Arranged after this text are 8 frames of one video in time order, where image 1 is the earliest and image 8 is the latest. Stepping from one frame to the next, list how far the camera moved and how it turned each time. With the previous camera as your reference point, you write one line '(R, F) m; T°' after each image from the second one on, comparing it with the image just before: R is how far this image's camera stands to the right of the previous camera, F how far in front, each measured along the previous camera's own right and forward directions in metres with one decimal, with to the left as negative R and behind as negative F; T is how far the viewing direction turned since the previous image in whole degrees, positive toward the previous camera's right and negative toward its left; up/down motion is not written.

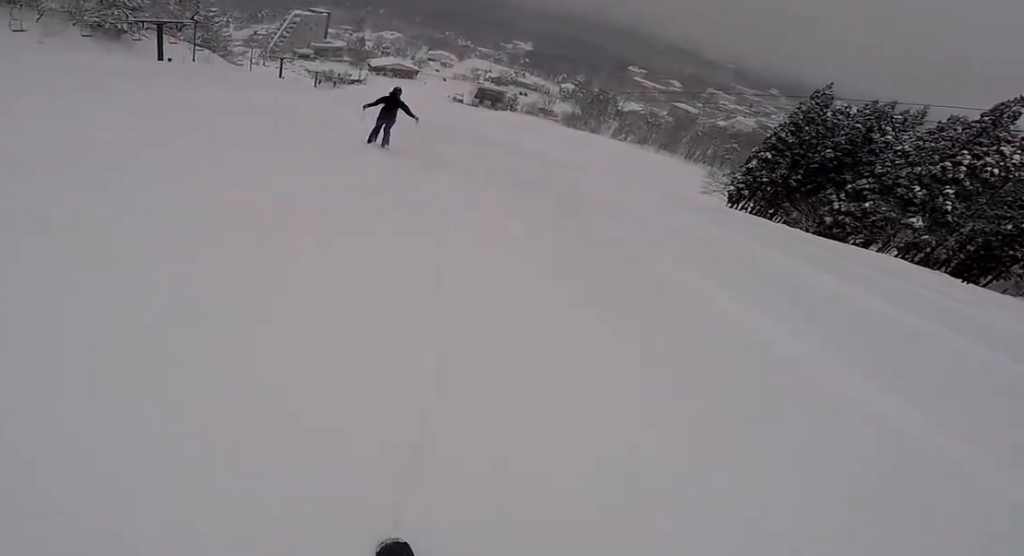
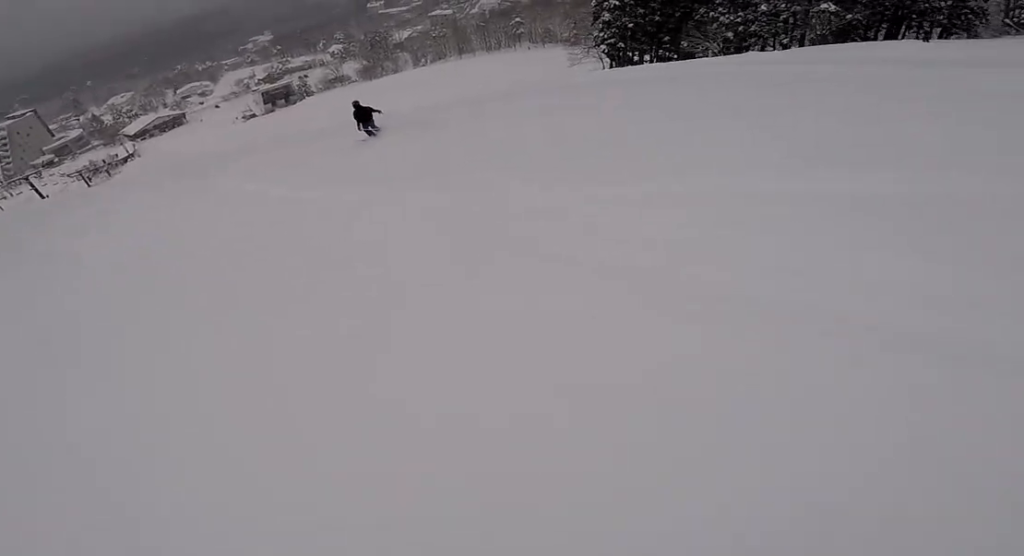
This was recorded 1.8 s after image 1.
(+3.4, +15.0) m; +13°
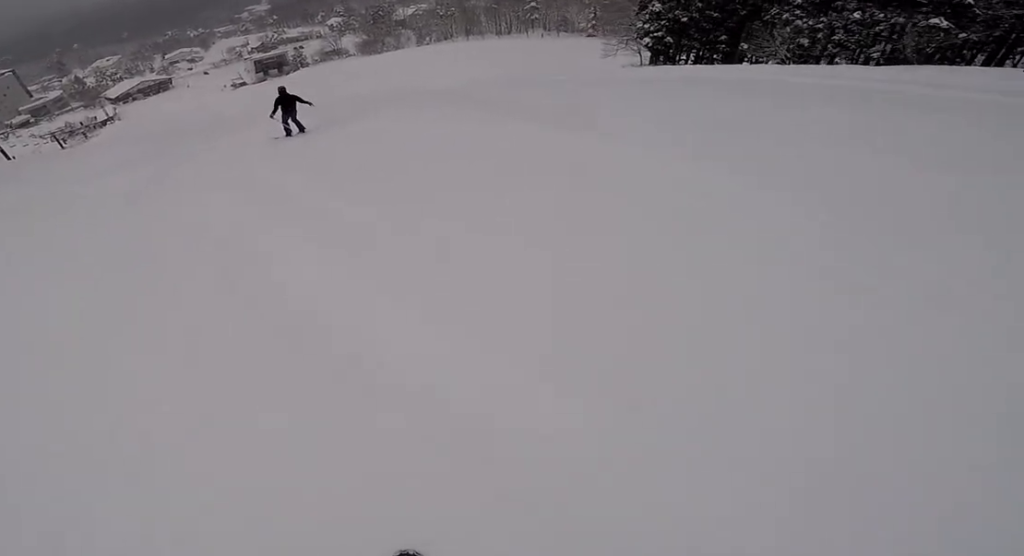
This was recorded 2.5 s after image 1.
(-0.2, +6.3) m; -3°
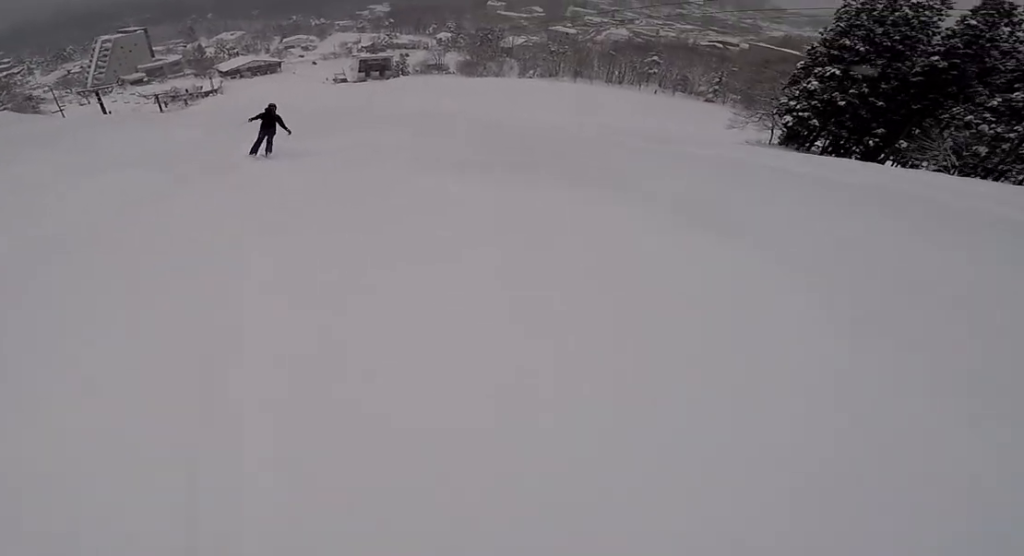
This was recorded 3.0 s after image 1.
(-0.2, +4.6) m; -3°
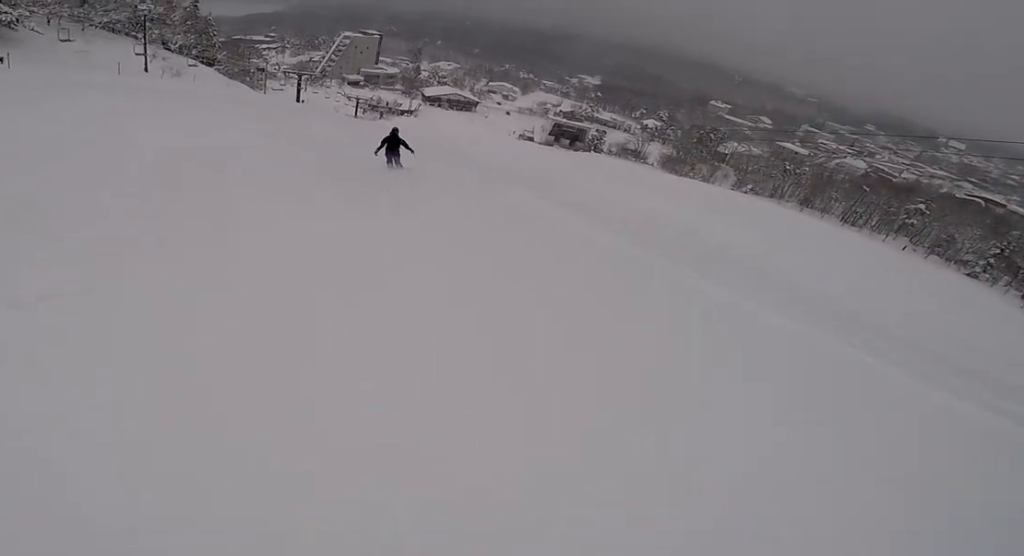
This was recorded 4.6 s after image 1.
(-2.6, +16.4) m; -18°
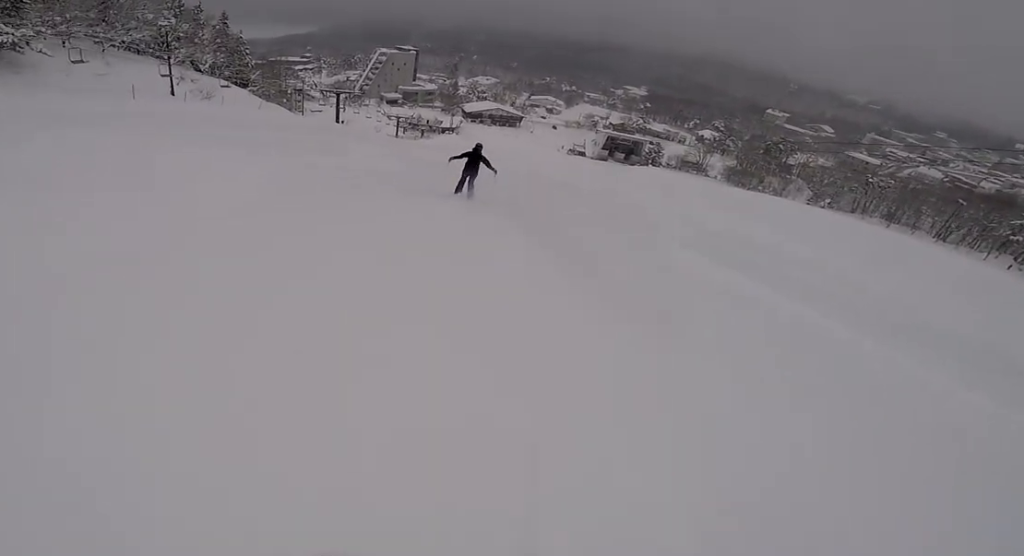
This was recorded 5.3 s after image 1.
(-0.4, +6.5) m; 0°
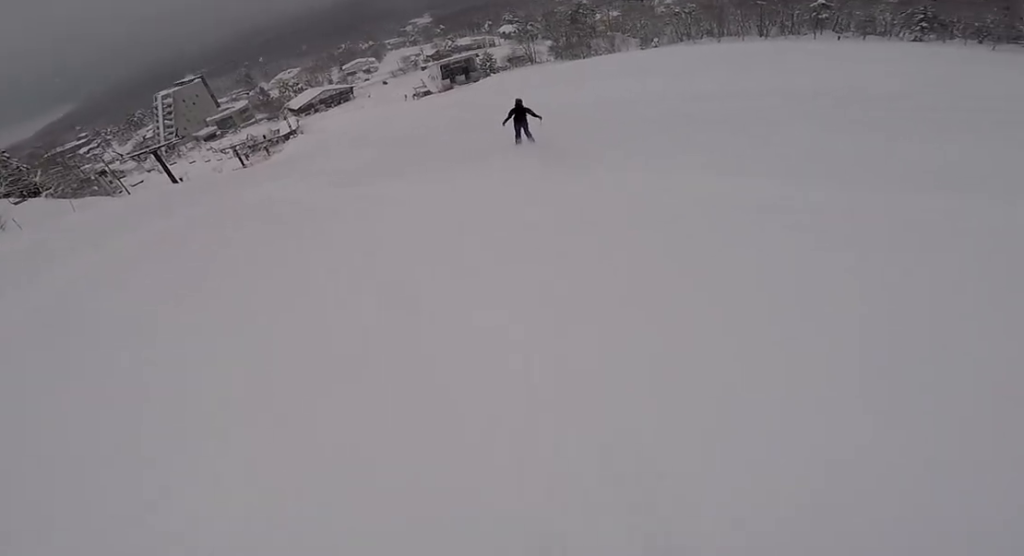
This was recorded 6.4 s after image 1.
(+1.3, +12.0) m; +17°
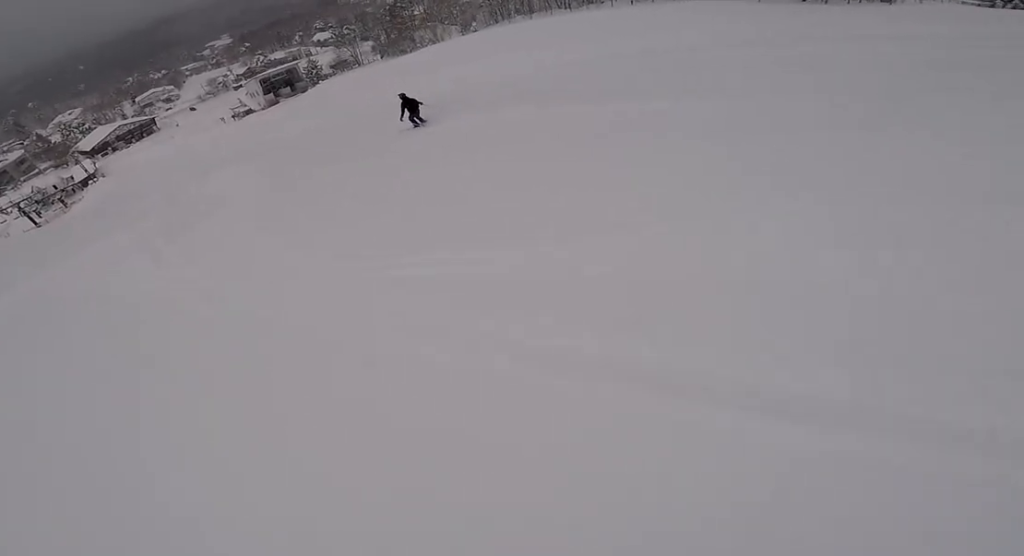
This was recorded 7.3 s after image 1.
(+1.8, +10.5) m; +15°
